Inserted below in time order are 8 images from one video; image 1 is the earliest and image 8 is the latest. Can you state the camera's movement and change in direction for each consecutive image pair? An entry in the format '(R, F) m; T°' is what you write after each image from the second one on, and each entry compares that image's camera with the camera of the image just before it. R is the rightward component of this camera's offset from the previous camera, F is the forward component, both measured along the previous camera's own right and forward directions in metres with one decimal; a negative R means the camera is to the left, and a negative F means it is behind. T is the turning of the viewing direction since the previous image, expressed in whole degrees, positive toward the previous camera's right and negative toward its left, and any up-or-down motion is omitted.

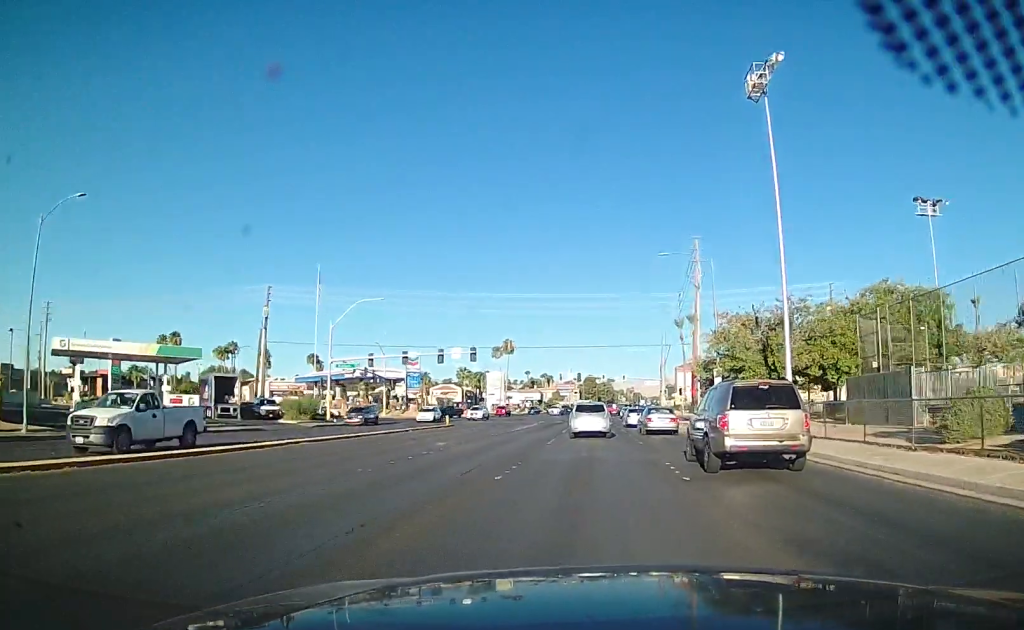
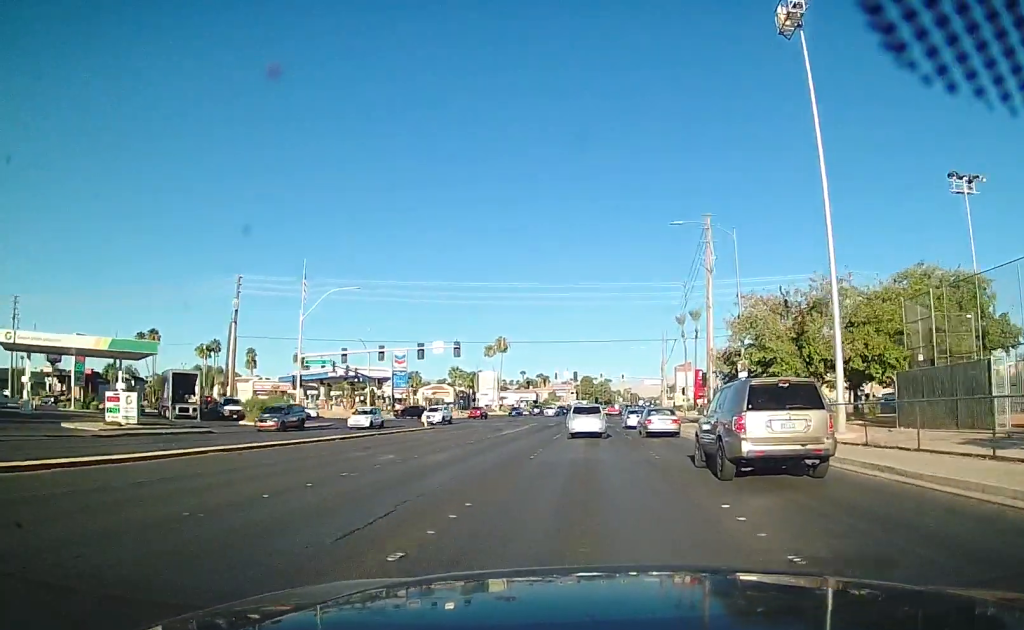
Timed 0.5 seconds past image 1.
(0.0, +5.7) m; +2°
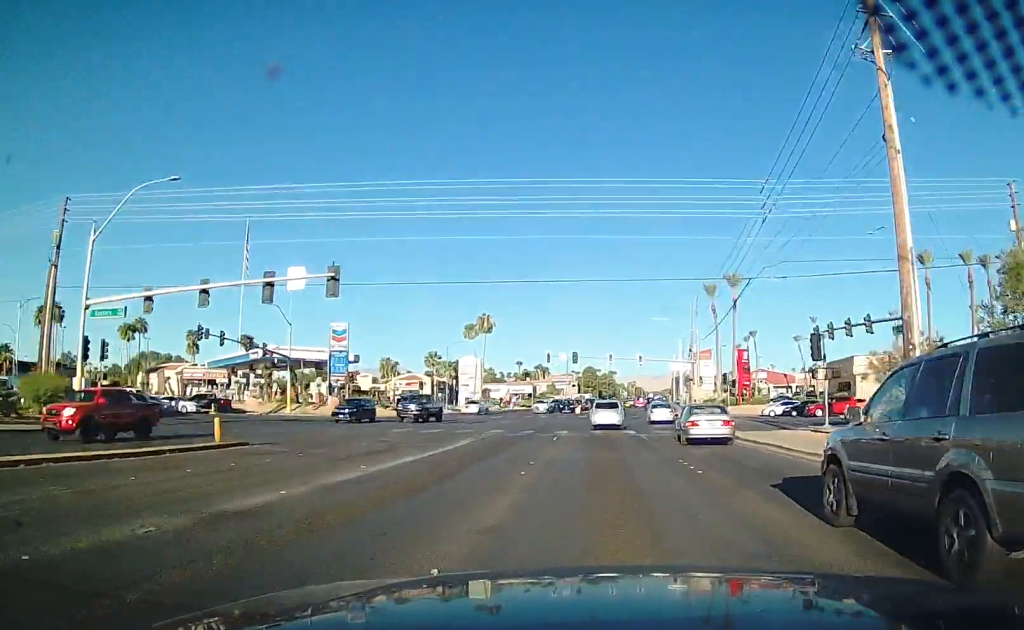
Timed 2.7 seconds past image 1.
(+1.2, +27.9) m; +3°
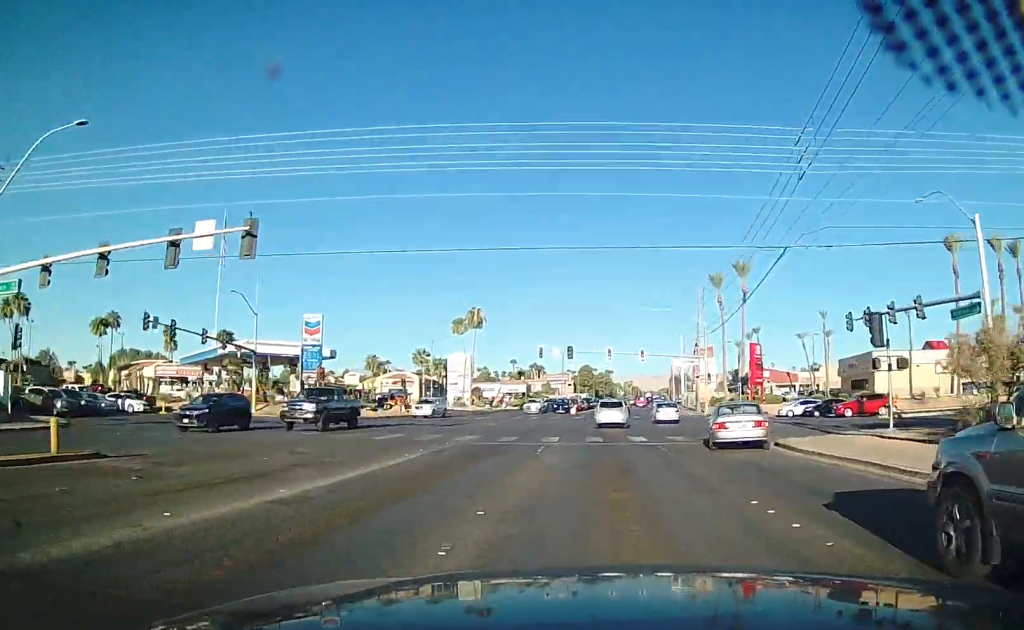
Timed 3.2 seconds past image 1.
(0.0, +7.1) m; 0°
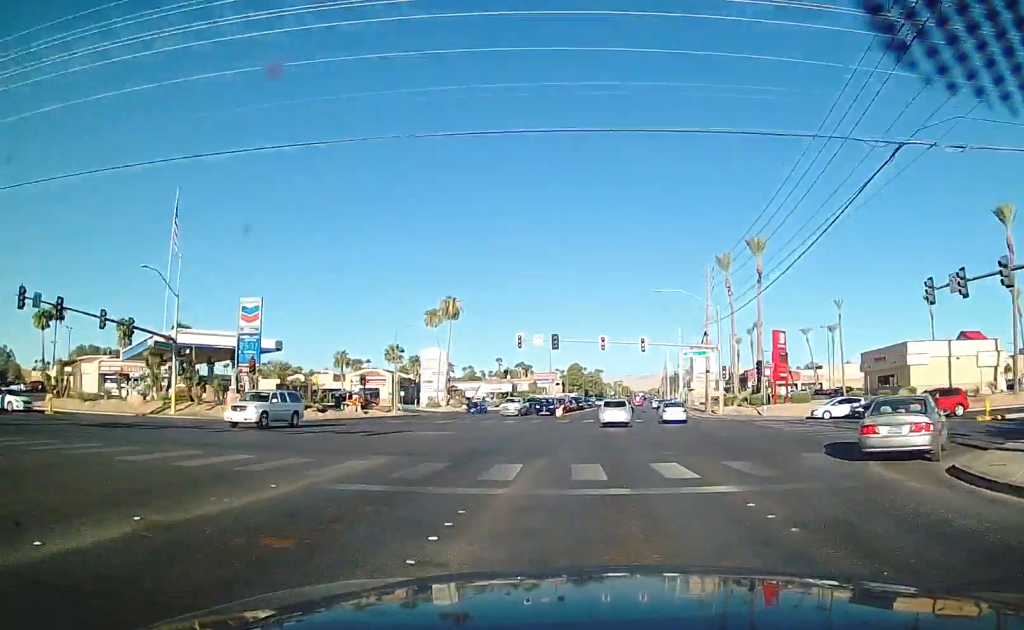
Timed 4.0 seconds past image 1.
(0.0, +11.9) m; 0°
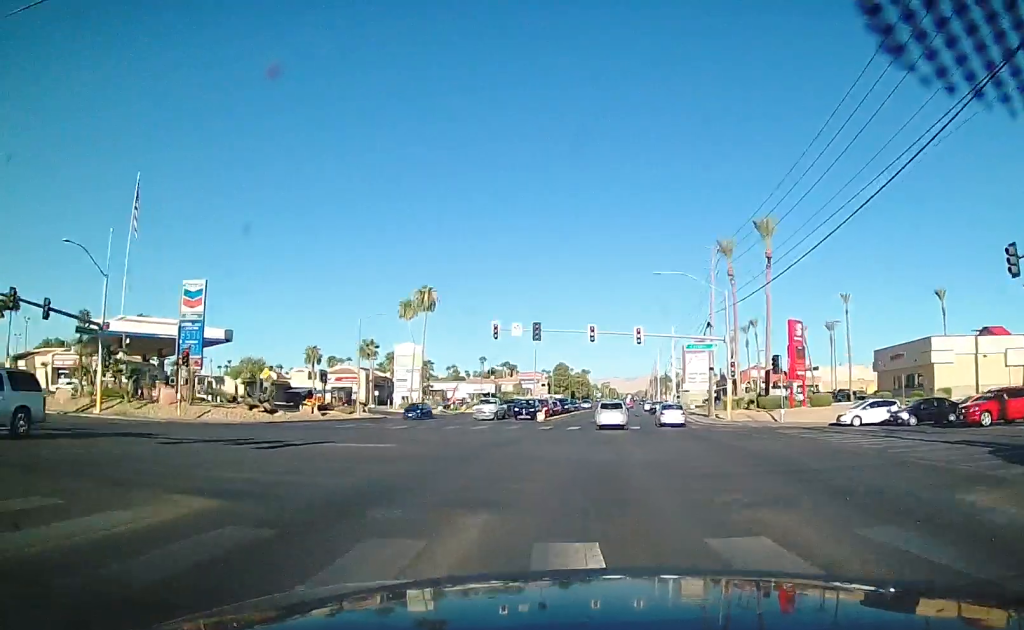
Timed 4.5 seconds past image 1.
(0.0, +7.7) m; 0°
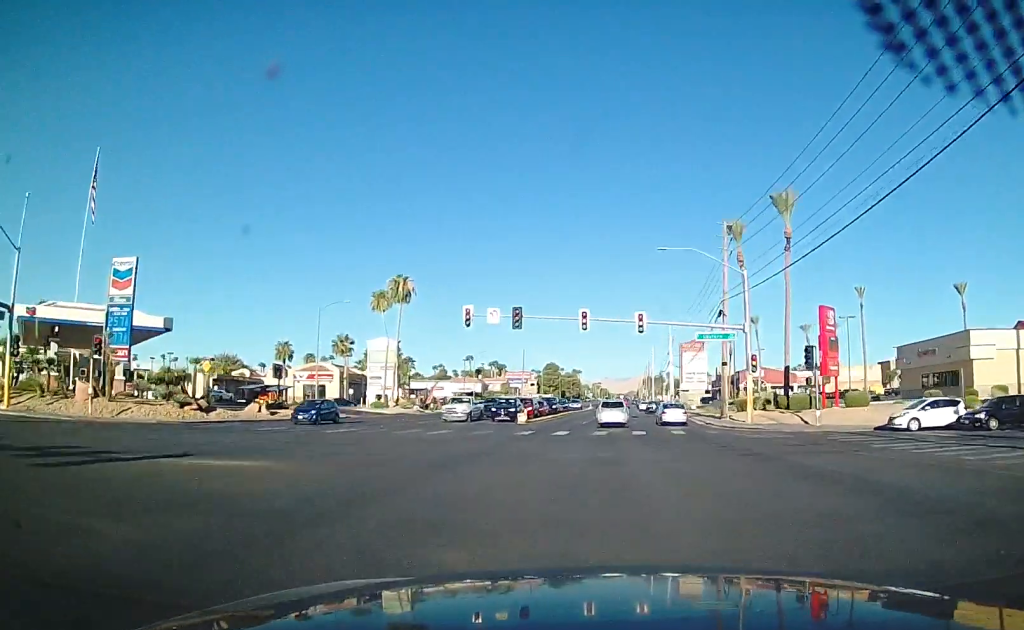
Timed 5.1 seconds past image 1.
(0.0, +8.5) m; 0°
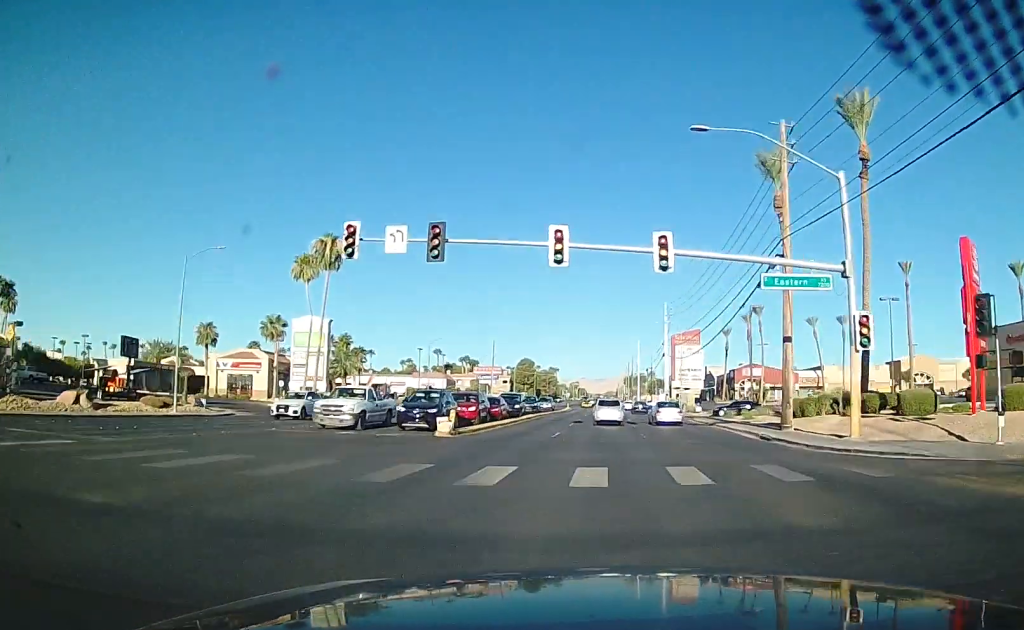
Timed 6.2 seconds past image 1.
(0.0, +19.1) m; +2°
